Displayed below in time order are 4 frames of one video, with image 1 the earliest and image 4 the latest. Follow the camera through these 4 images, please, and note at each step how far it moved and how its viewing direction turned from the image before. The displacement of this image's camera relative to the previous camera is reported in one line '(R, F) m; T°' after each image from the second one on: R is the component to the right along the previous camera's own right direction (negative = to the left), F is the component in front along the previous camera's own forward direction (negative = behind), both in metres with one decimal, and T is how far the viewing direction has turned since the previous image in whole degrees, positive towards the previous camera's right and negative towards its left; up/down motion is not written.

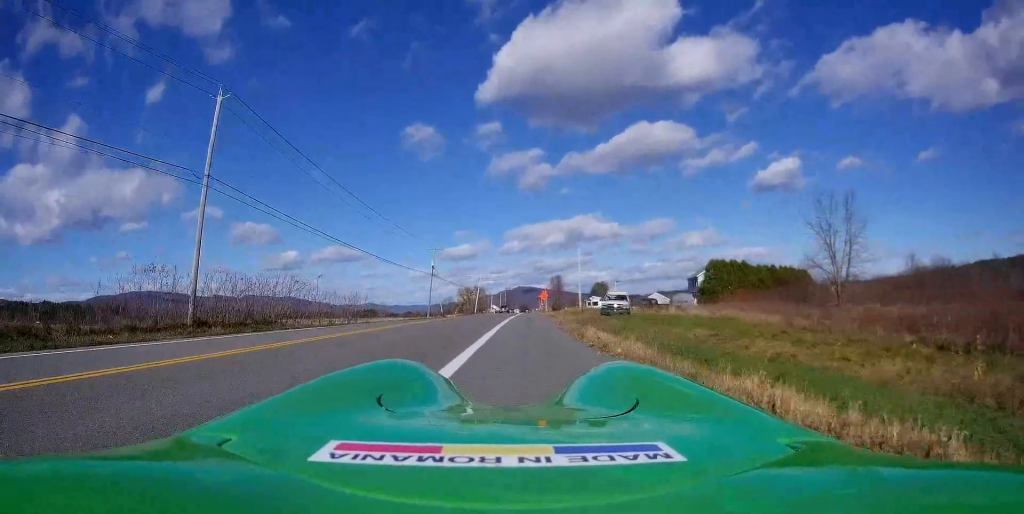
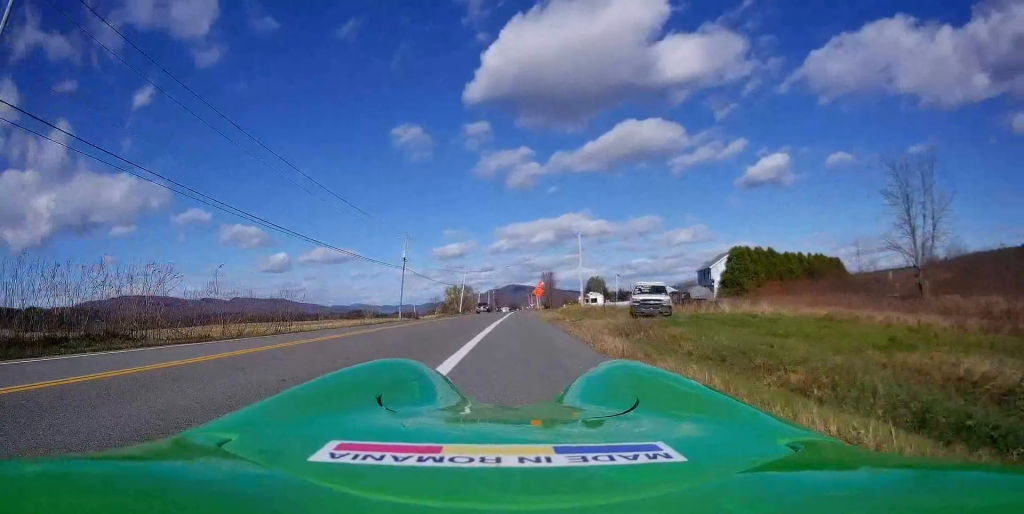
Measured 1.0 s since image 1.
(-0.1, +13.6) m; +1°
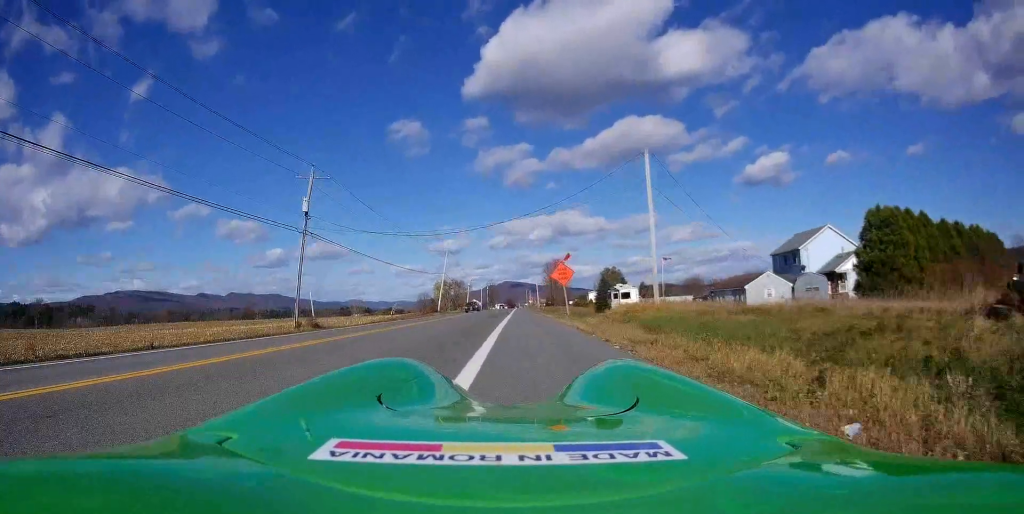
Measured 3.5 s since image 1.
(+0.5, +33.0) m; +1°
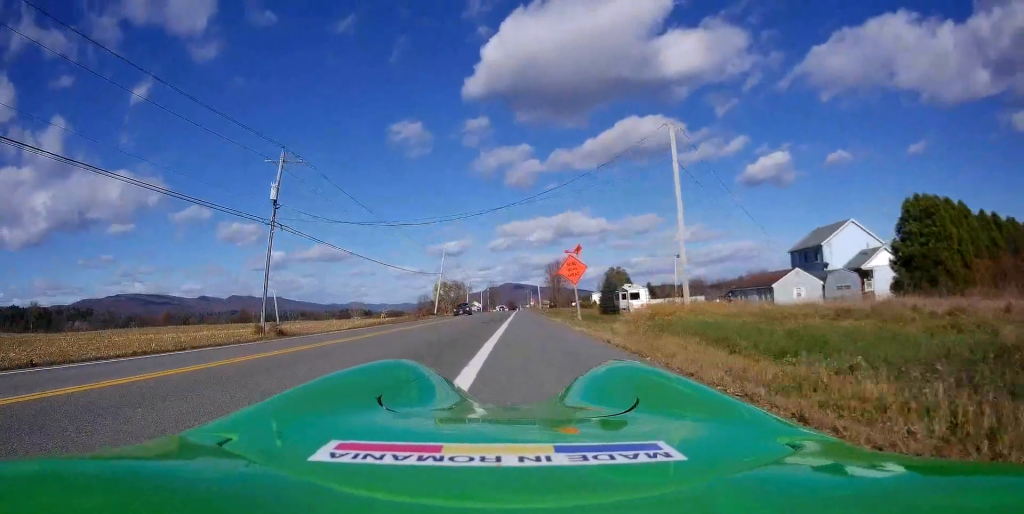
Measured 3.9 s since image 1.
(+0.1, +5.4) m; 0°
